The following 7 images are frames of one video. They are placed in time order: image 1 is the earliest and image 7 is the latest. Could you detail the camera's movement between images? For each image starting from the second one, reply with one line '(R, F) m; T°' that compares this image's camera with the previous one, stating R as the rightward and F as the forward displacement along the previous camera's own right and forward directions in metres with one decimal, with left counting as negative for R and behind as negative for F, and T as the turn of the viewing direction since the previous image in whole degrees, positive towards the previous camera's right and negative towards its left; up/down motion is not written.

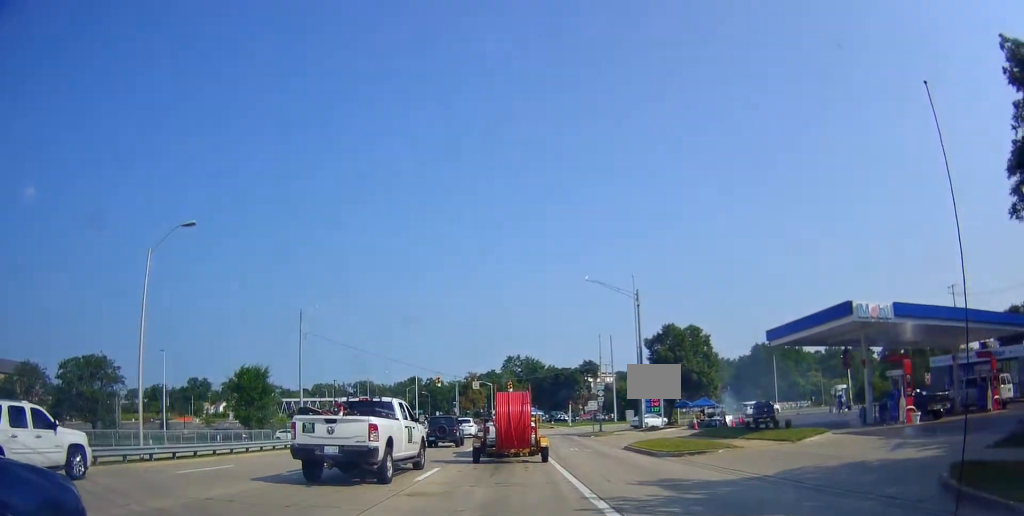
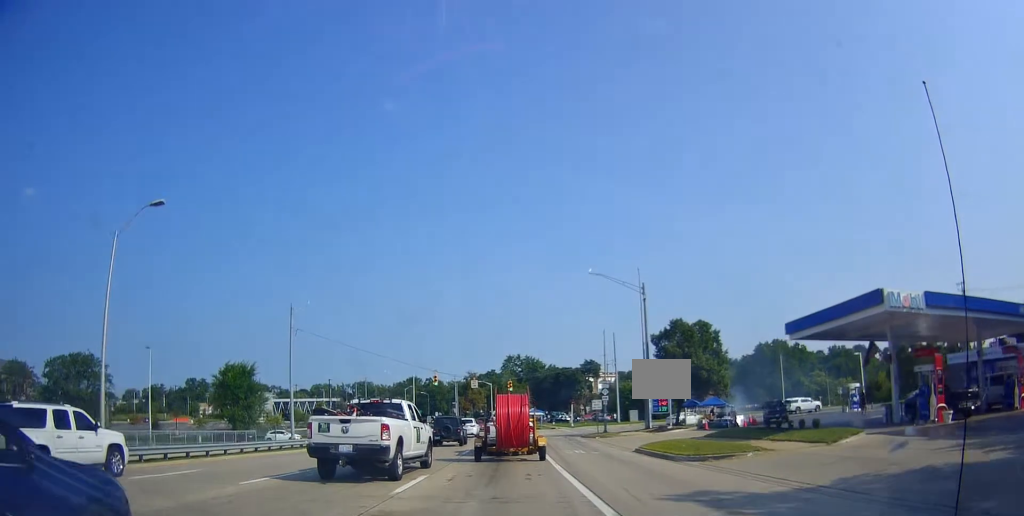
(0.0, +2.6) m; -2°
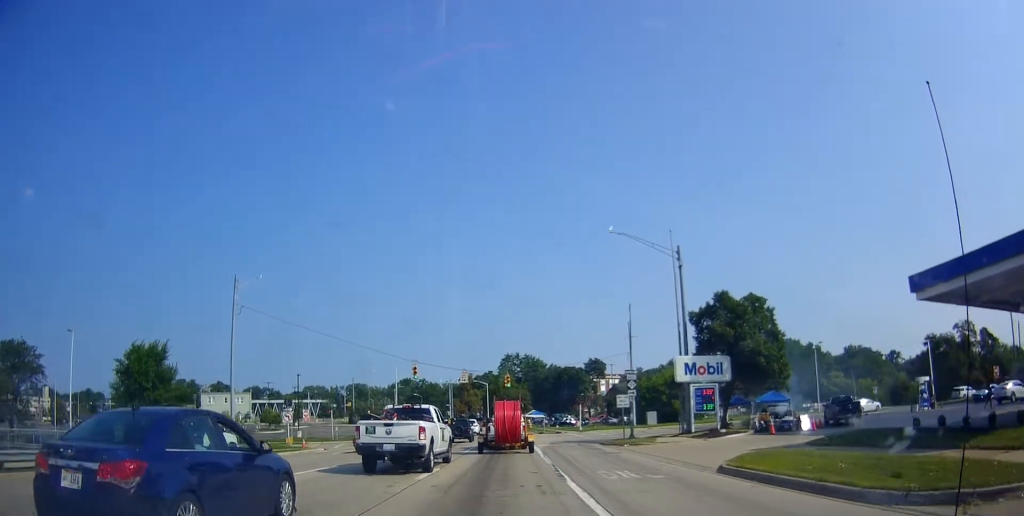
(-0.9, +11.3) m; -3°
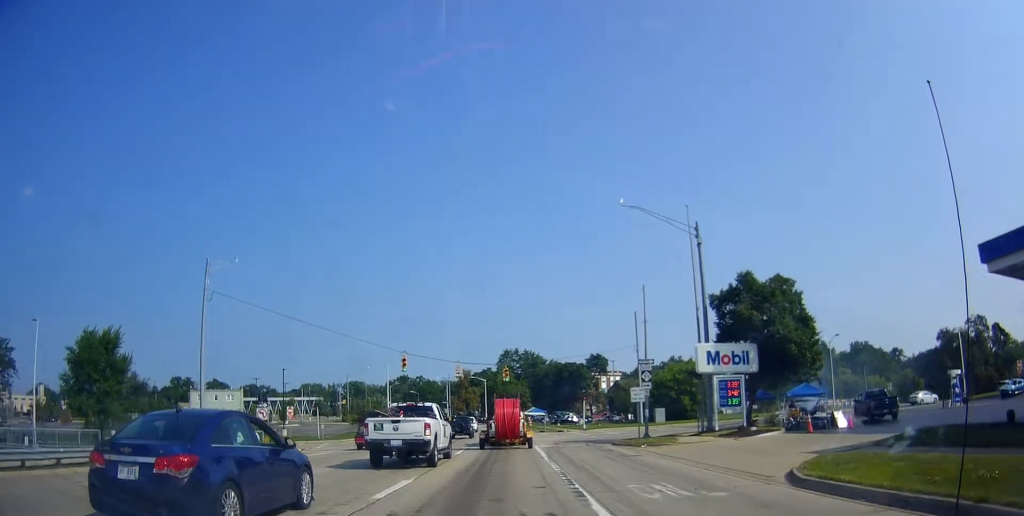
(+0.3, +4.2) m; +4°
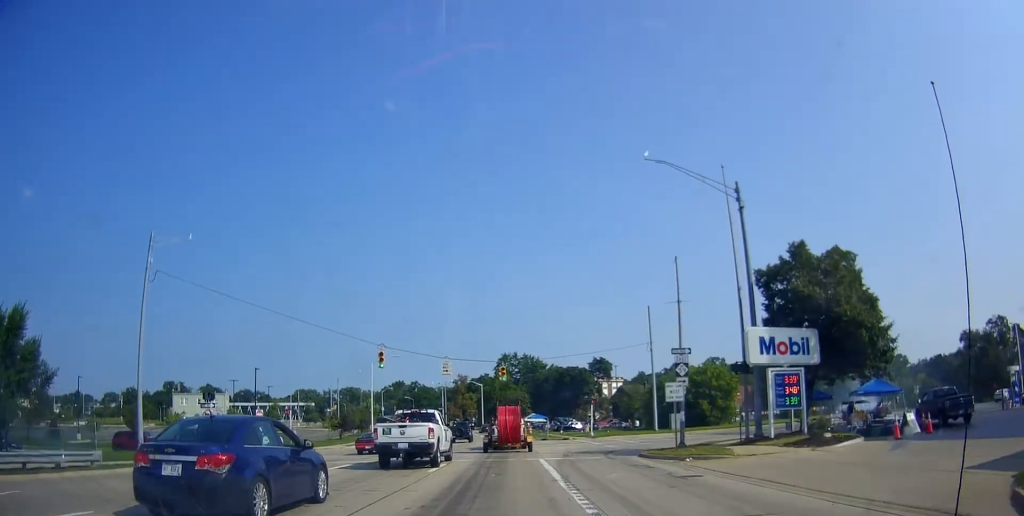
(+0.1, +6.9) m; +1°
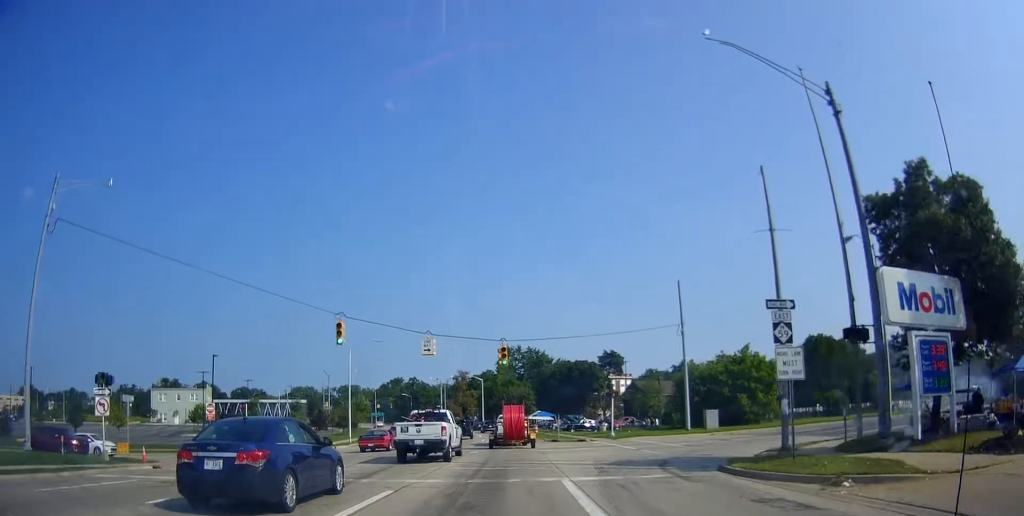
(0.0, +9.8) m; 0°
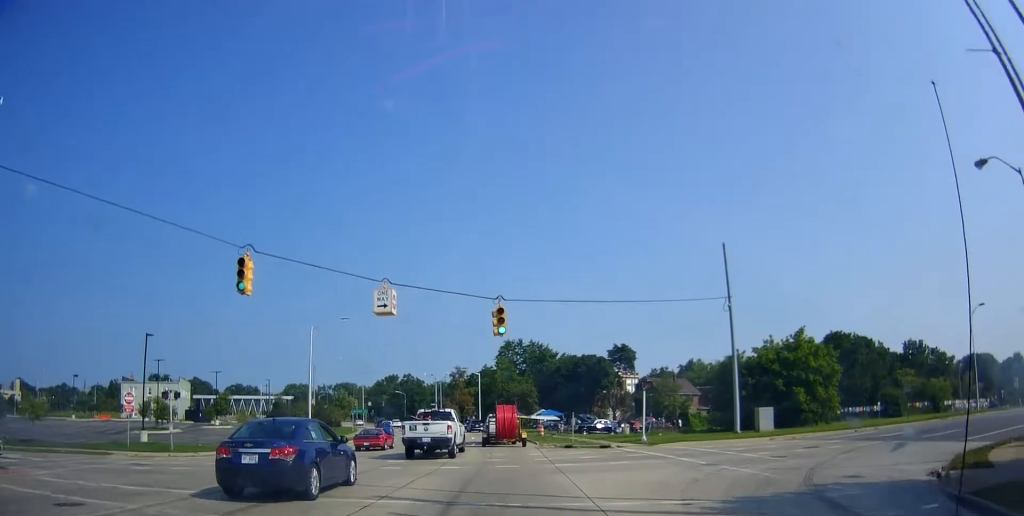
(-0.2, +10.9) m; -5°
